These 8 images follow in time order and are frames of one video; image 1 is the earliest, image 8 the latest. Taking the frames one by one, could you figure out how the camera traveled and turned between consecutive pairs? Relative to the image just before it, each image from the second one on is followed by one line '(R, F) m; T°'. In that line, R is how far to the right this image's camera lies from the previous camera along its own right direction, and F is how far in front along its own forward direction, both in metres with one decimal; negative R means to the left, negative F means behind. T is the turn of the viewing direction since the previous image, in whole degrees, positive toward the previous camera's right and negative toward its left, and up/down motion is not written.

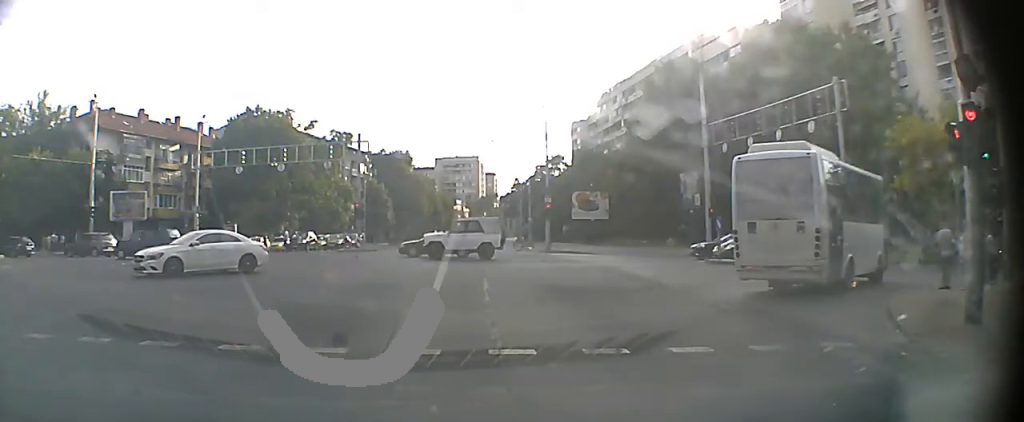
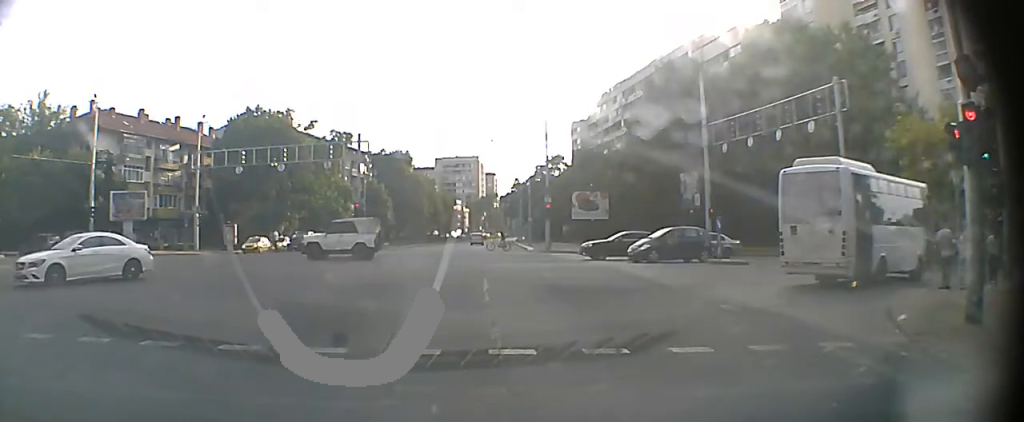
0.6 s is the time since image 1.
(0.0, 0.0) m; 0°
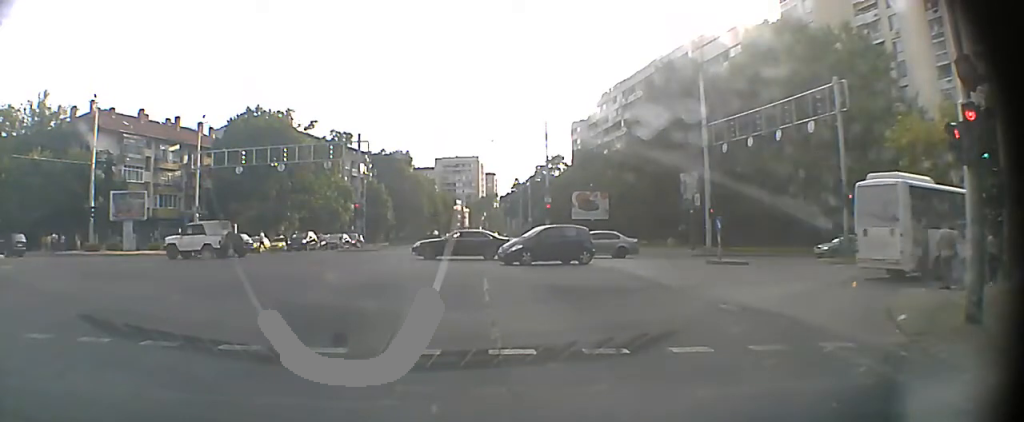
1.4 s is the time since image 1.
(0.0, 0.0) m; 0°
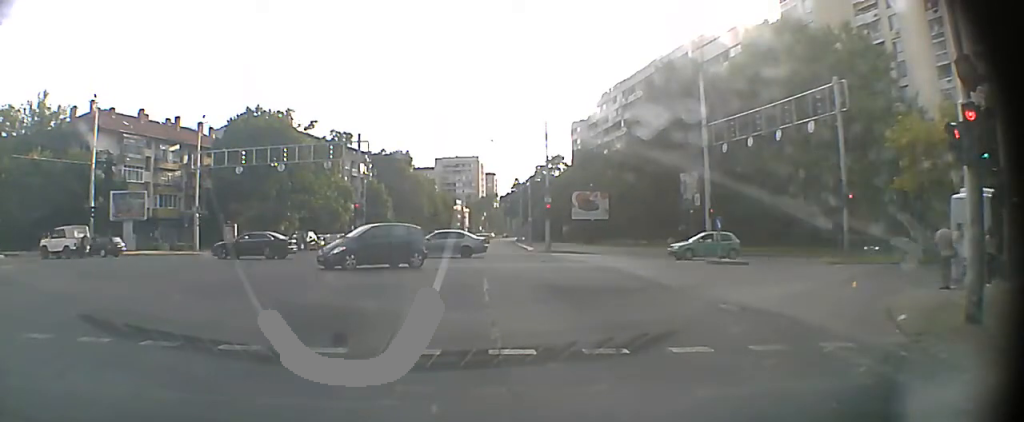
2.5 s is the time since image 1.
(0.0, 0.0) m; 0°
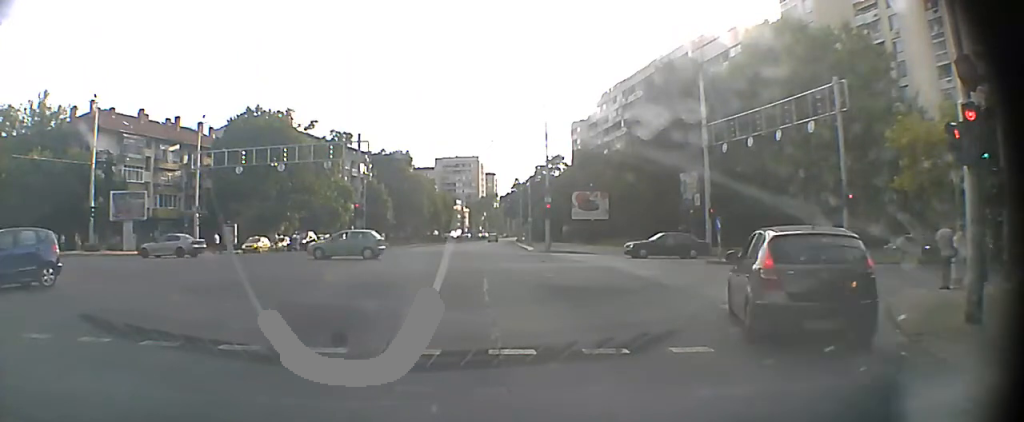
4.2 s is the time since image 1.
(0.0, 0.0) m; 0°
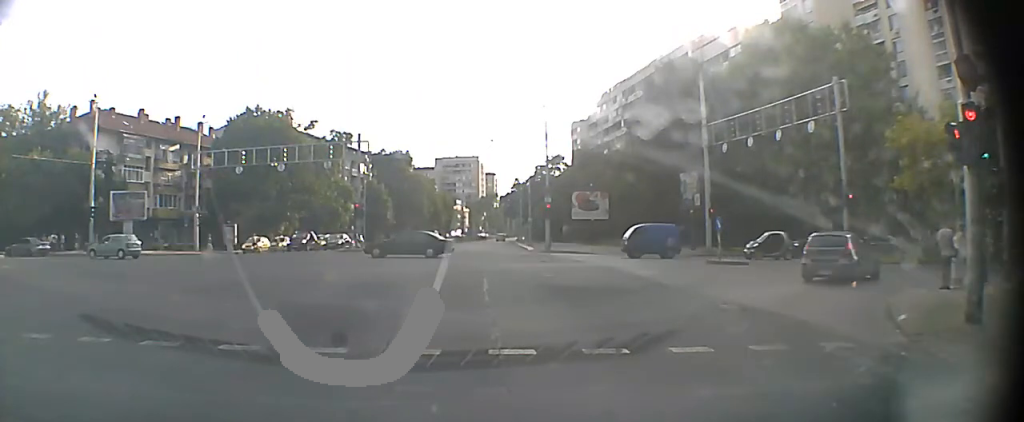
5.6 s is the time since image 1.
(0.0, 0.0) m; 0°
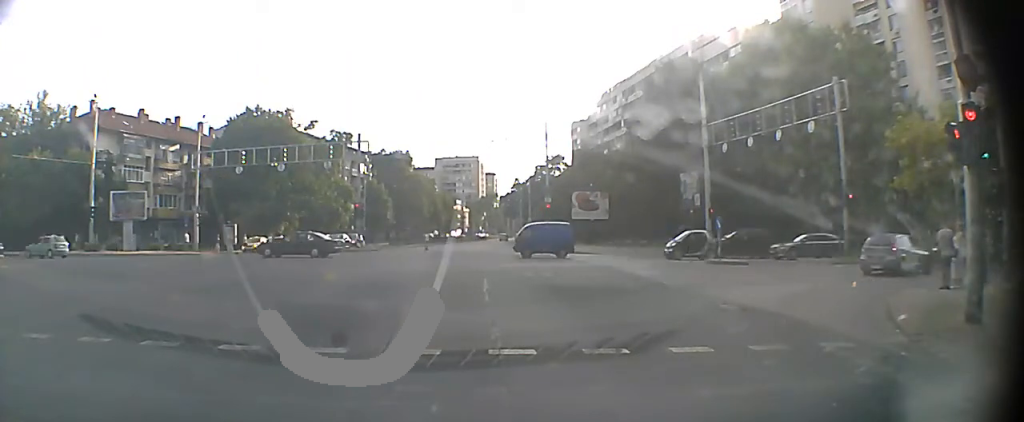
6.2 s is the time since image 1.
(0.0, 0.0) m; 0°
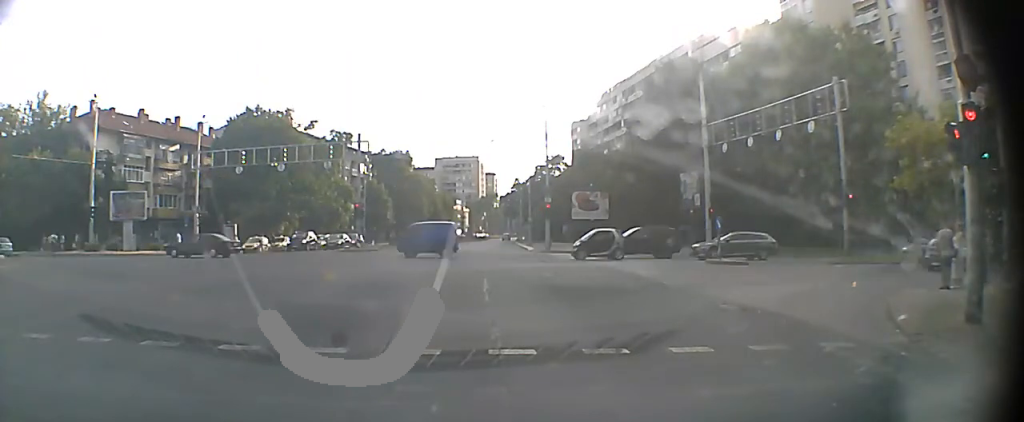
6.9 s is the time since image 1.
(0.0, 0.0) m; 0°
